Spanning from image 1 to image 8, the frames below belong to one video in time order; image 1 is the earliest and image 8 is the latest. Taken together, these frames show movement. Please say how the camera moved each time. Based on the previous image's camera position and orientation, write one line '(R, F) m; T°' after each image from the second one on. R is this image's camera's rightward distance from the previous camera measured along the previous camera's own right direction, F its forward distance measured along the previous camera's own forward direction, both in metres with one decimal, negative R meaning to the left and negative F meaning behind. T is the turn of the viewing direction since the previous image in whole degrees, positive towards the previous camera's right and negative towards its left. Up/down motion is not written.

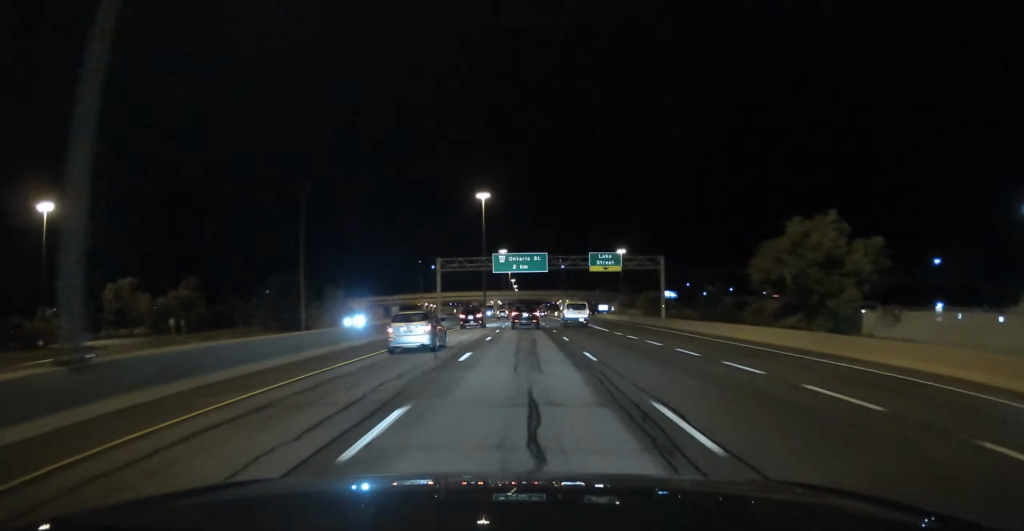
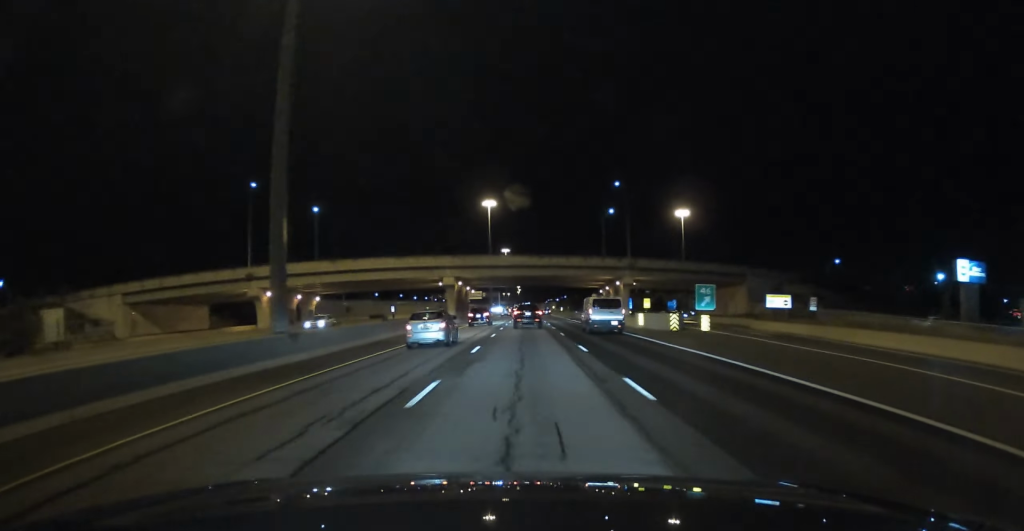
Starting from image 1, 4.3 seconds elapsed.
(-0.5, +142.0) m; 0°
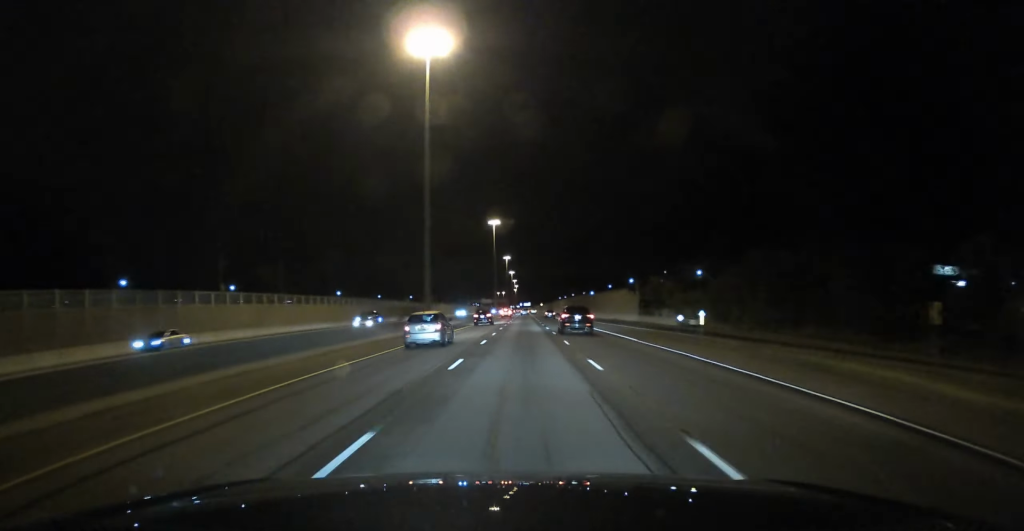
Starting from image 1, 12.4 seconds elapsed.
(-0.1, +269.9) m; 0°
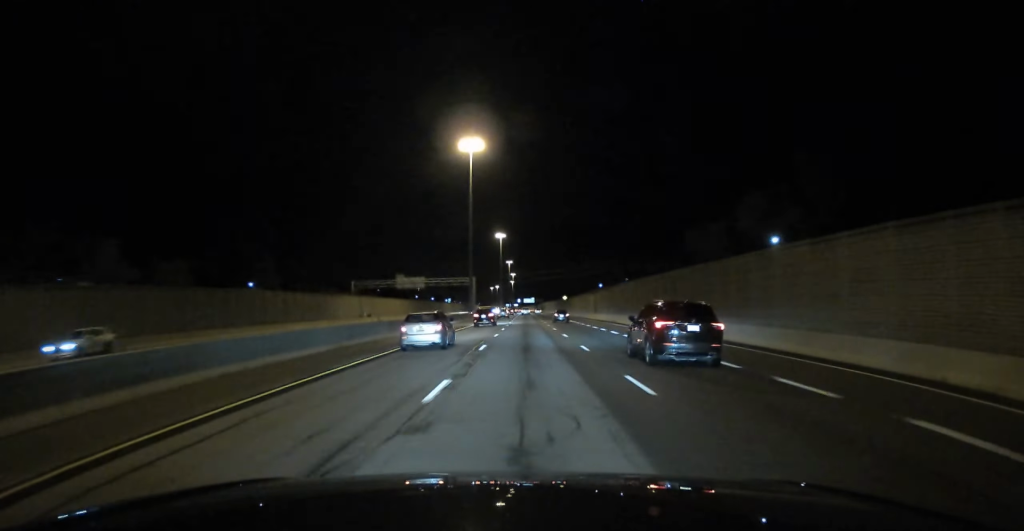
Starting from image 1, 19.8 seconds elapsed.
(-0.2, +248.9) m; 0°
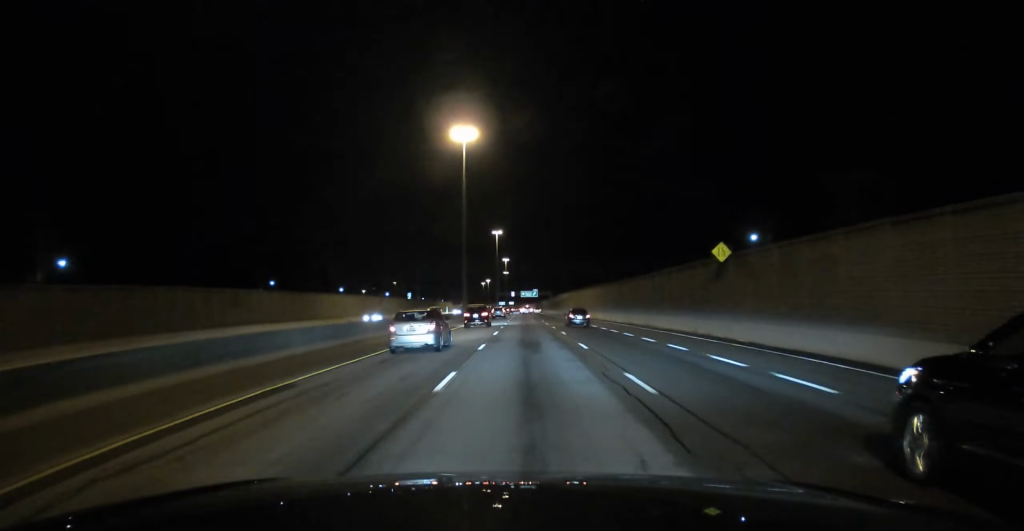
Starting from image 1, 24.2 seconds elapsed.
(+0.5, +149.3) m; 0°
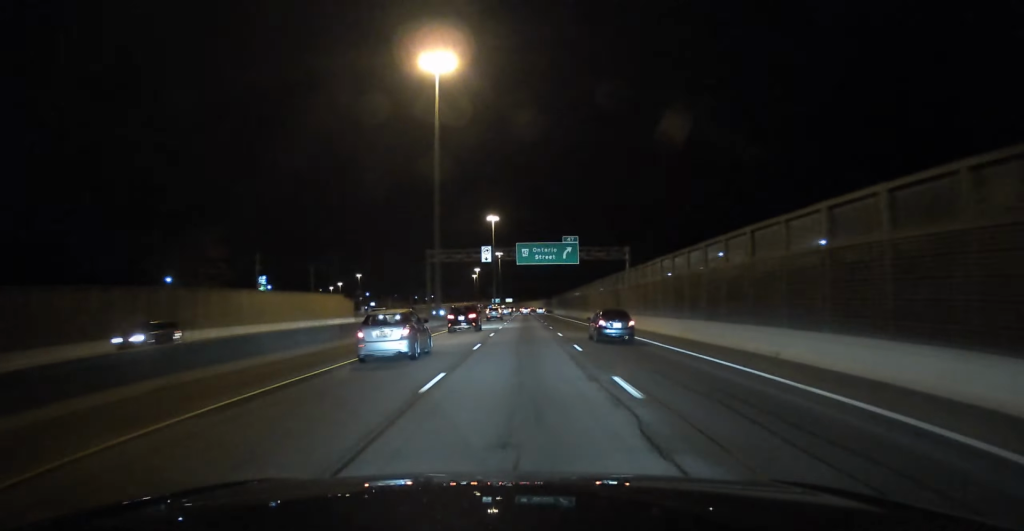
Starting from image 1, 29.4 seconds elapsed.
(+0.2, +174.4) m; 0°
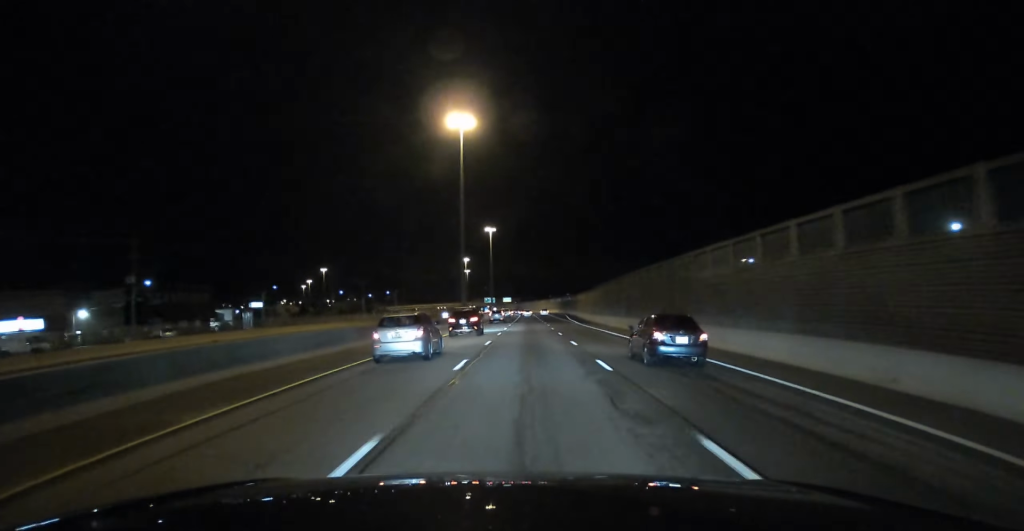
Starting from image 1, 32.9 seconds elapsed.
(-0.1, +114.4) m; -1°
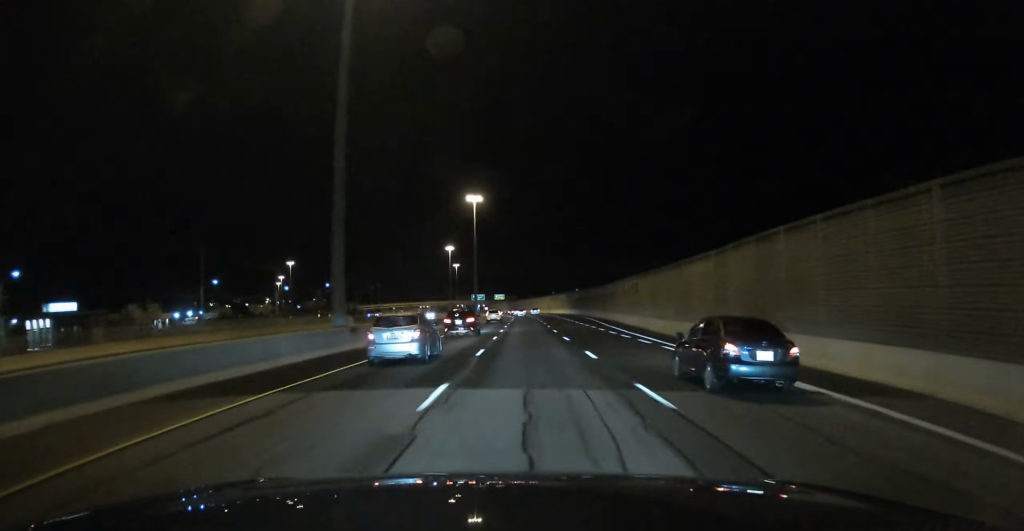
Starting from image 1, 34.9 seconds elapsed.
(+0.5, +65.2) m; -1°
